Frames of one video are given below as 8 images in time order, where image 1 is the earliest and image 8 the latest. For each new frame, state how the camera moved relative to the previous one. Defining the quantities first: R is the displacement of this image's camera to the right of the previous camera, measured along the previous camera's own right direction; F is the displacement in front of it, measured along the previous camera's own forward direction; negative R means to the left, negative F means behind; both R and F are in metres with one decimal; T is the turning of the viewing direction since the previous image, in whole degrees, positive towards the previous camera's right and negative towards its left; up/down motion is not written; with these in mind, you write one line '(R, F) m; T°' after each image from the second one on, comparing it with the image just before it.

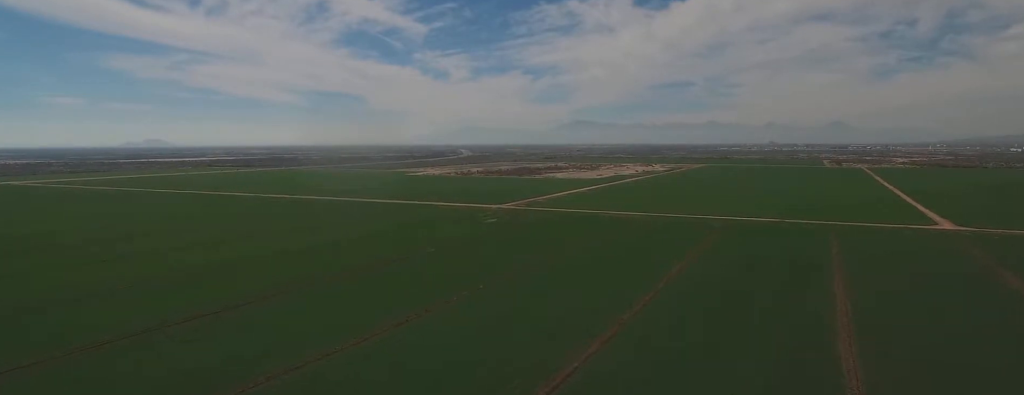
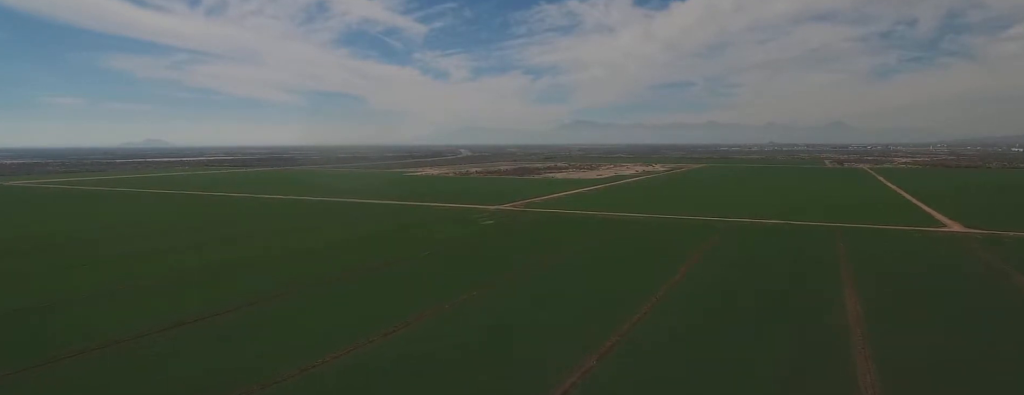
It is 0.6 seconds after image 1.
(0.0, +8.7) m; 0°
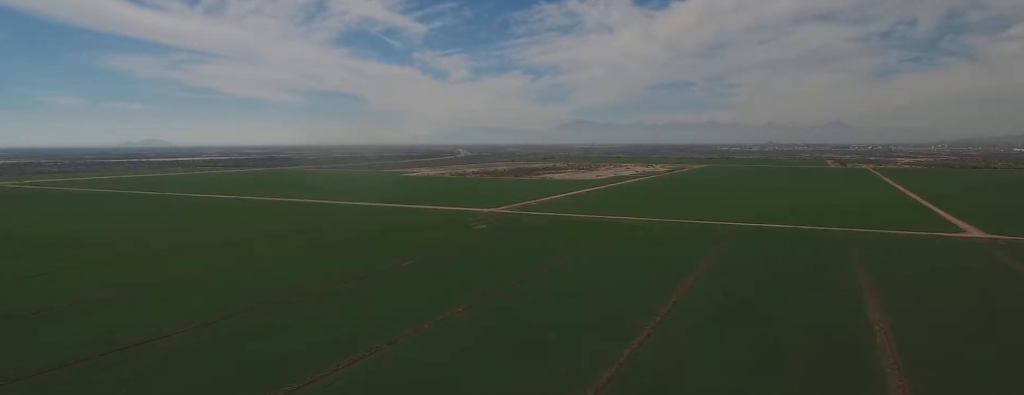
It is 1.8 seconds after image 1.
(+0.1, +18.3) m; 0°
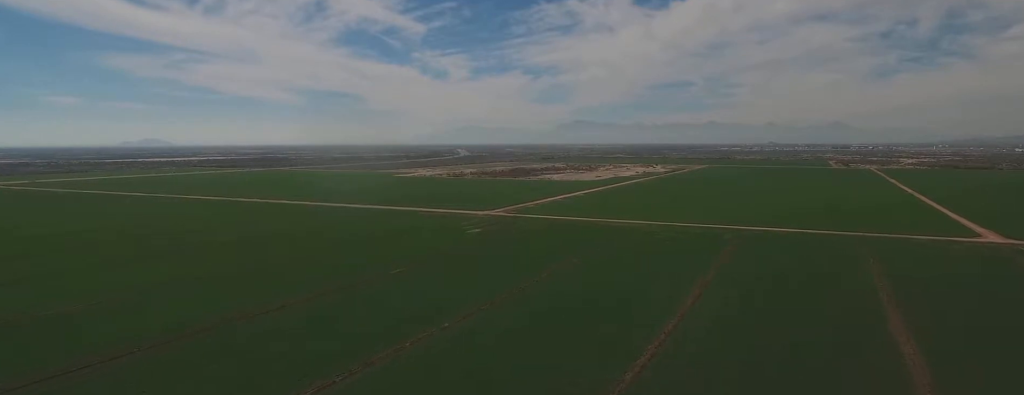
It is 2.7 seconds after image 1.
(0.0, +13.8) m; 0°
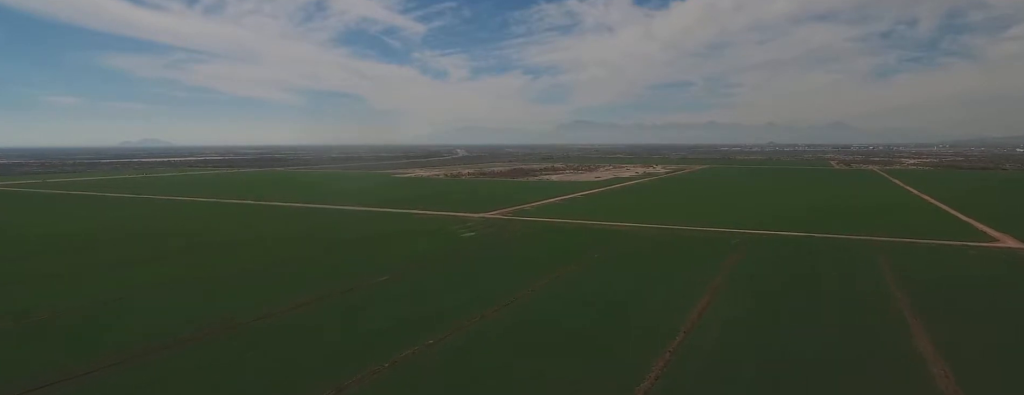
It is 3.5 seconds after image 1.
(0.0, +12.7) m; 0°
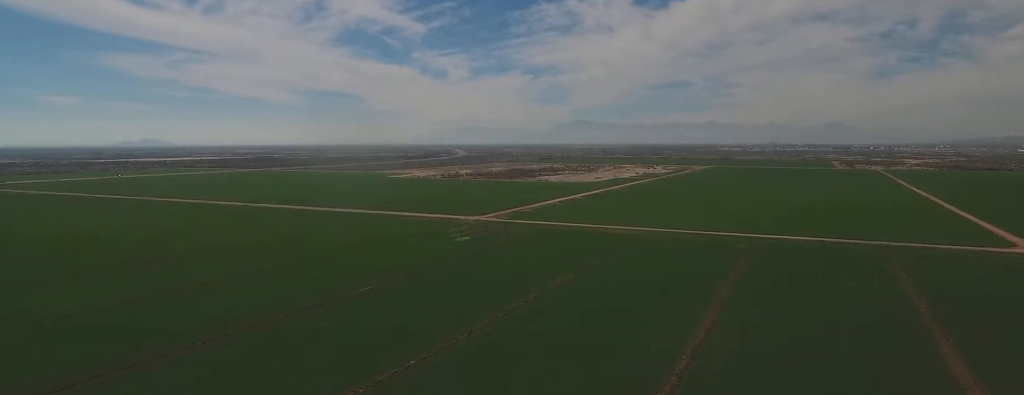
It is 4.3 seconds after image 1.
(0.0, +12.6) m; 0°
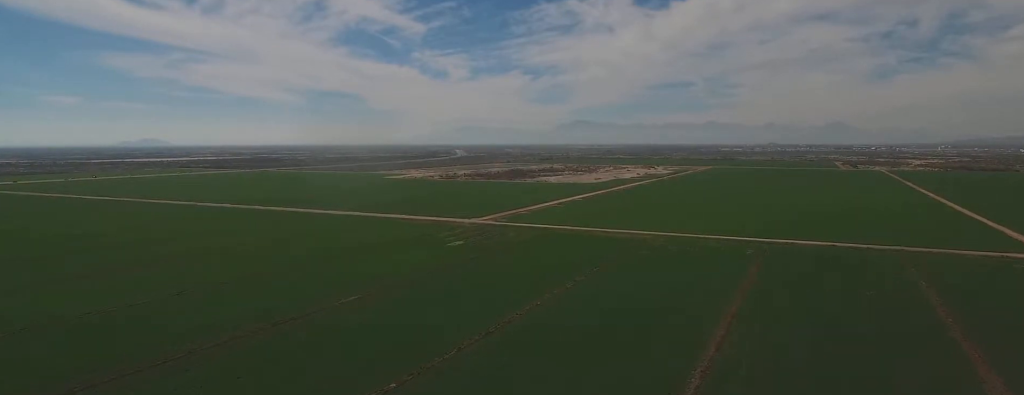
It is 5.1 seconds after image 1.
(0.0, +12.4) m; 0°
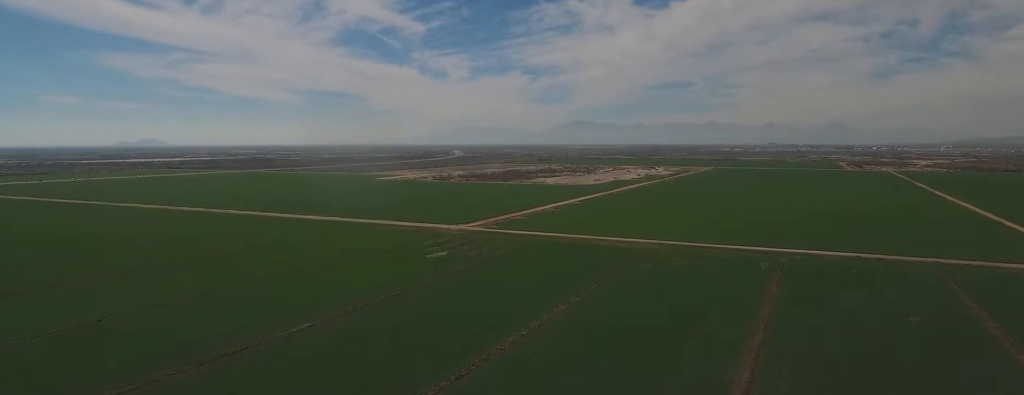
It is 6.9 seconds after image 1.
(+0.1, +28.3) m; -1°
